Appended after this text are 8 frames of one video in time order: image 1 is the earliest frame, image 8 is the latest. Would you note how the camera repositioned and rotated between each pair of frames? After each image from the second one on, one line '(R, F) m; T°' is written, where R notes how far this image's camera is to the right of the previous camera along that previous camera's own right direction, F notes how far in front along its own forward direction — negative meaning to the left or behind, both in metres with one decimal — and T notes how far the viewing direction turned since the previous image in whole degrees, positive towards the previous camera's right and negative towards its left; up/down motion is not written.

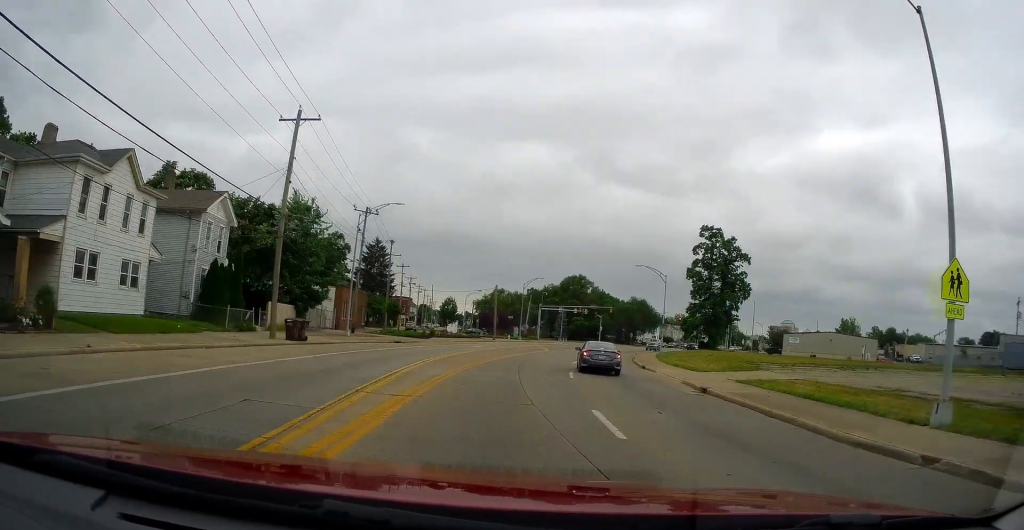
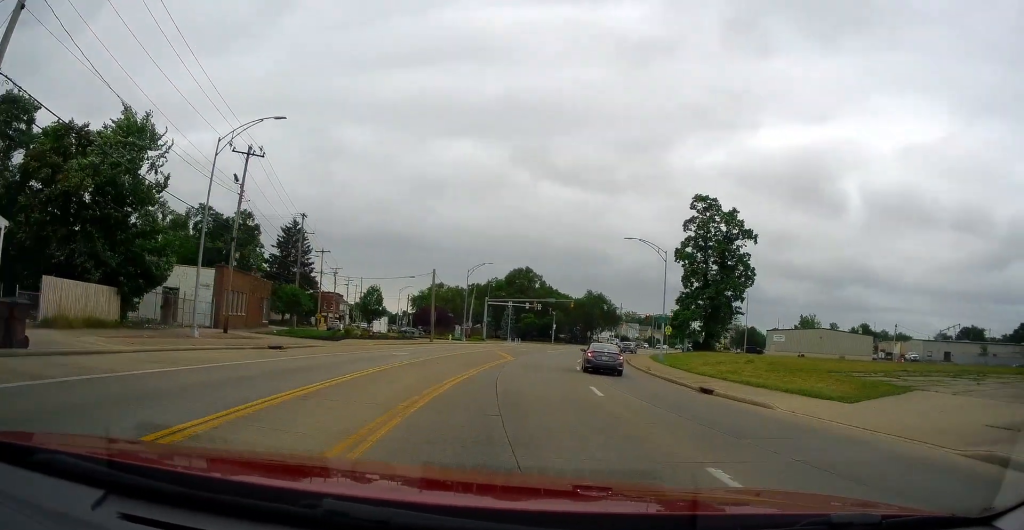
(+0.2, +18.8) m; +3°
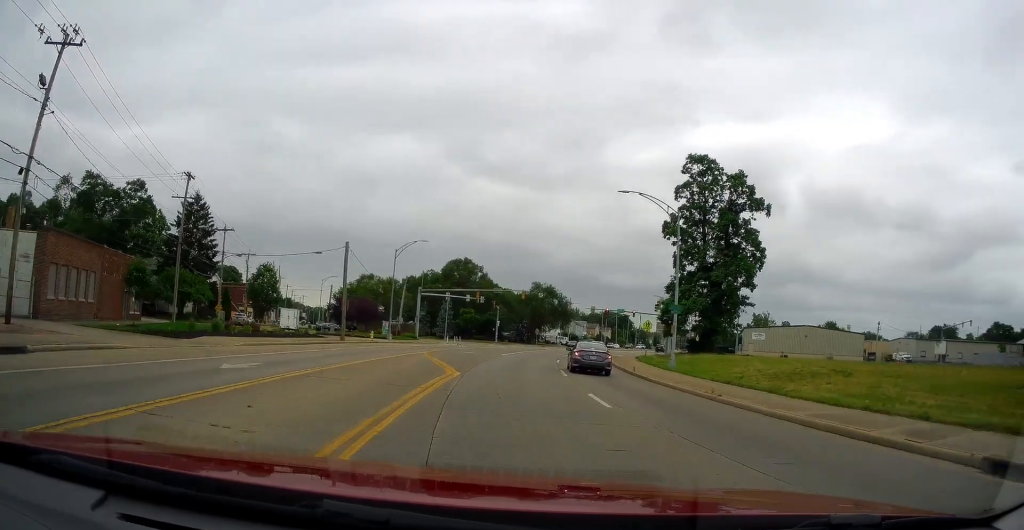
(+1.1, +16.2) m; +8°
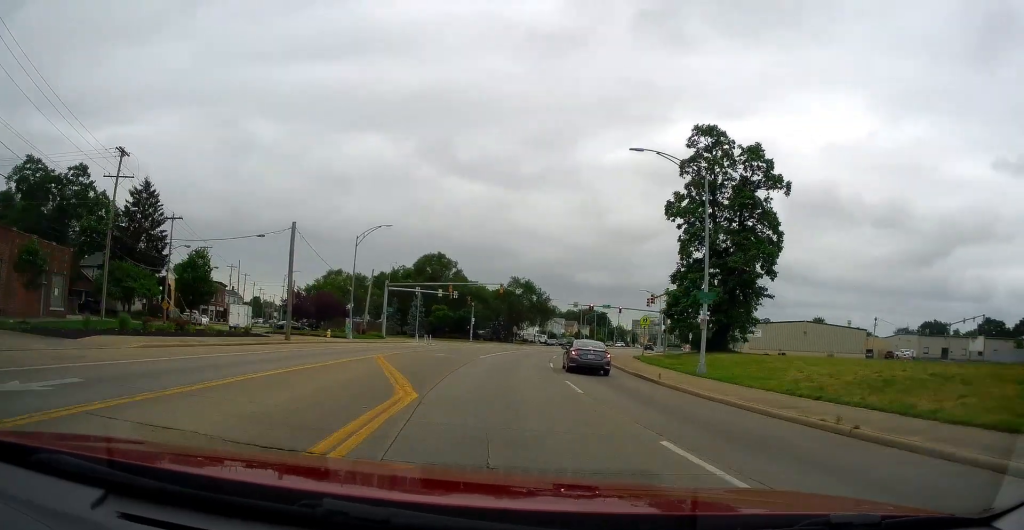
(+0.2, +7.9) m; +4°
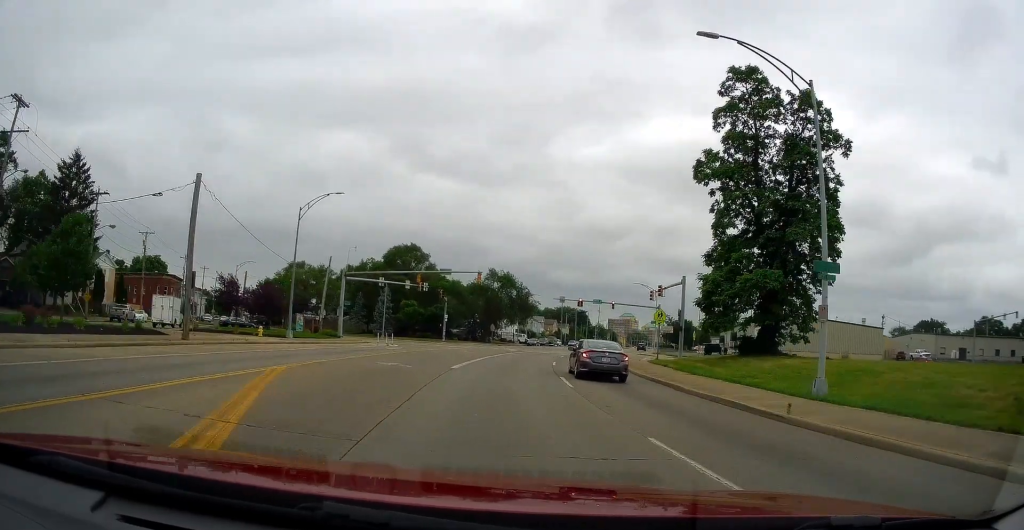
(+0.5, +11.0) m; +3°
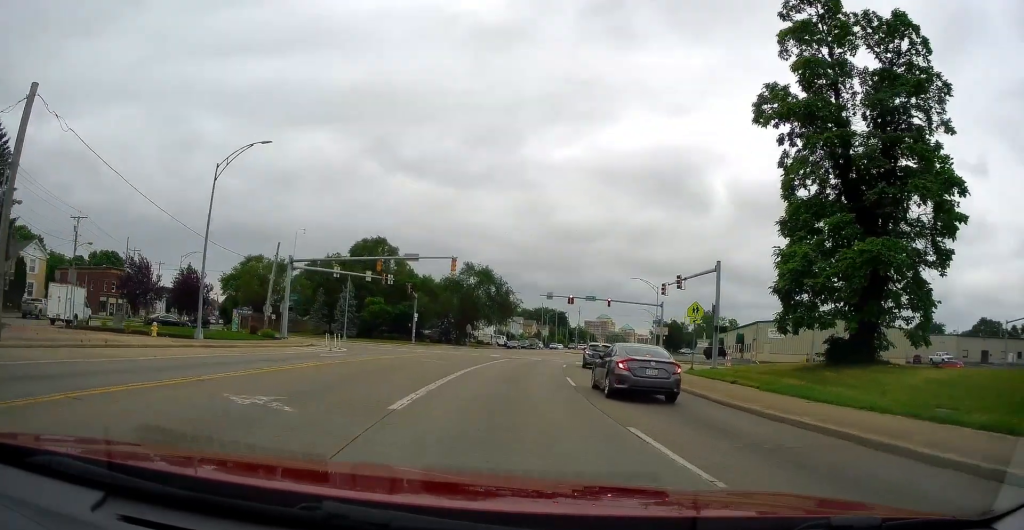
(0.0, +11.3) m; -1°
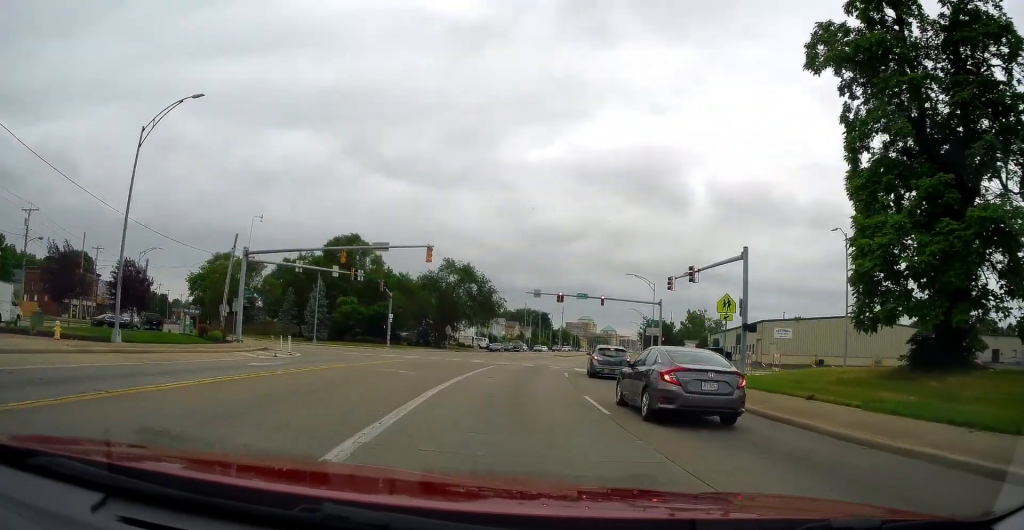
(-0.2, +6.5) m; +4°
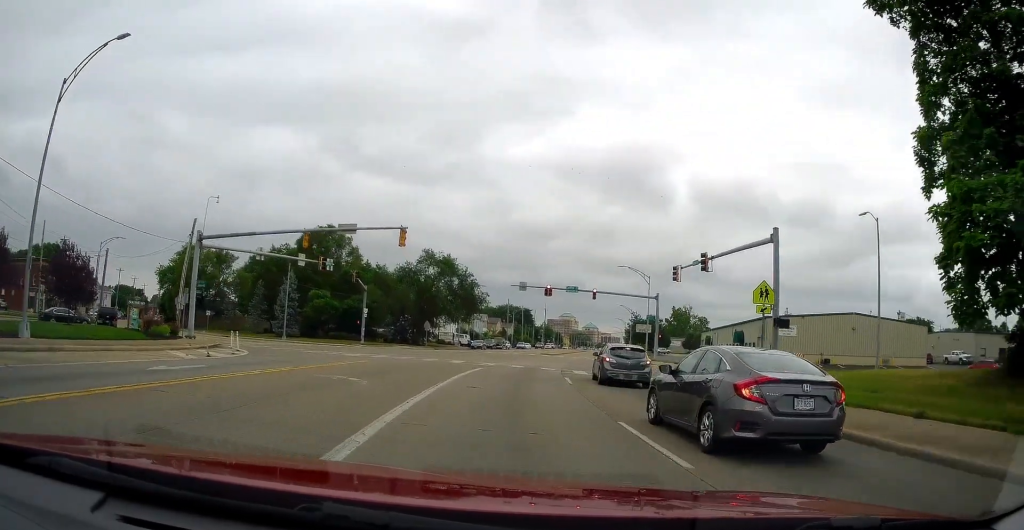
(+0.2, +5.0) m; +2°
